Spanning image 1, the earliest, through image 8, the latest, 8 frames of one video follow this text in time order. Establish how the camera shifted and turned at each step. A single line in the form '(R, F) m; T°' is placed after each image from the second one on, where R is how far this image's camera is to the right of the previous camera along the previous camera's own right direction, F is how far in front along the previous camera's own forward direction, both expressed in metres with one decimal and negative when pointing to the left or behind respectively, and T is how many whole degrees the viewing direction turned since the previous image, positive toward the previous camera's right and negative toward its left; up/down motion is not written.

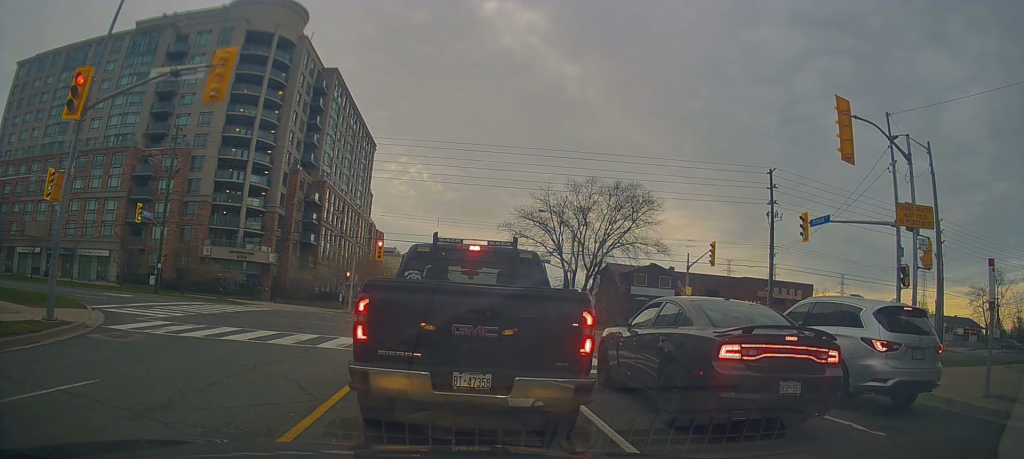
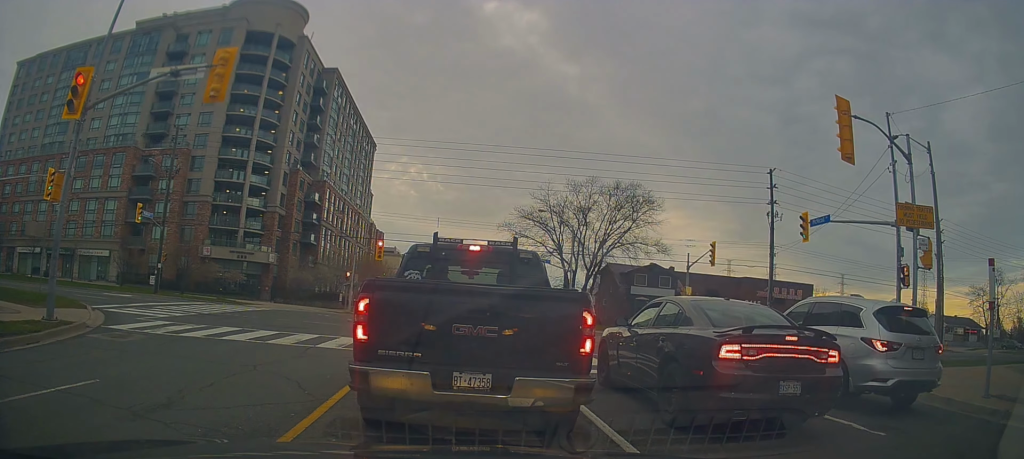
(0.0, 0.0) m; 0°
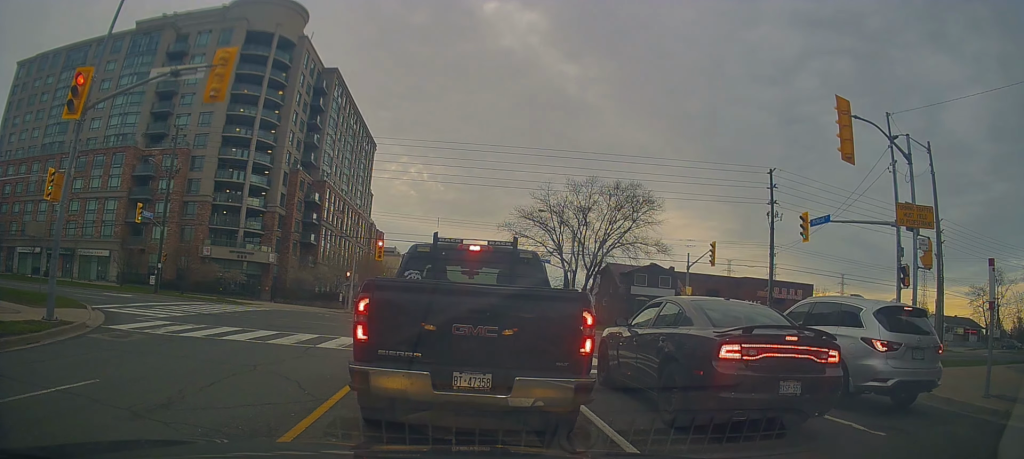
(0.0, 0.0) m; 0°
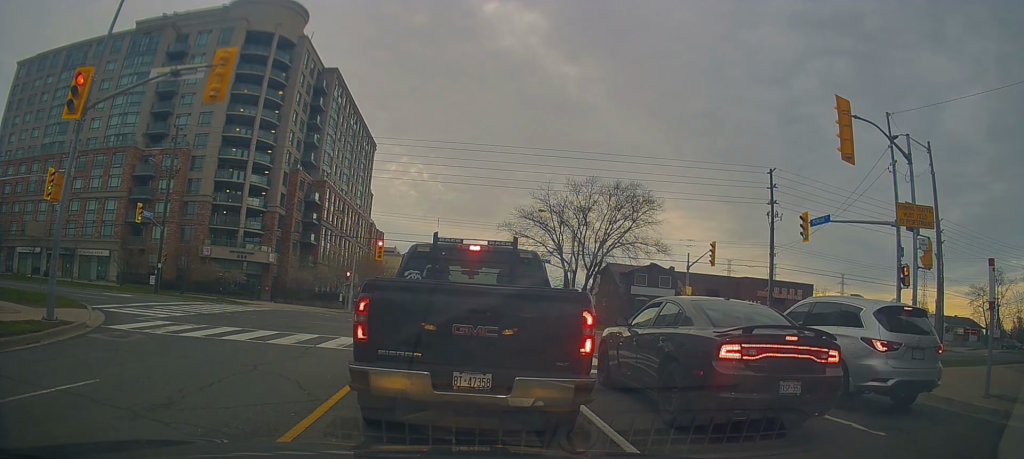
(0.0, 0.0) m; 0°
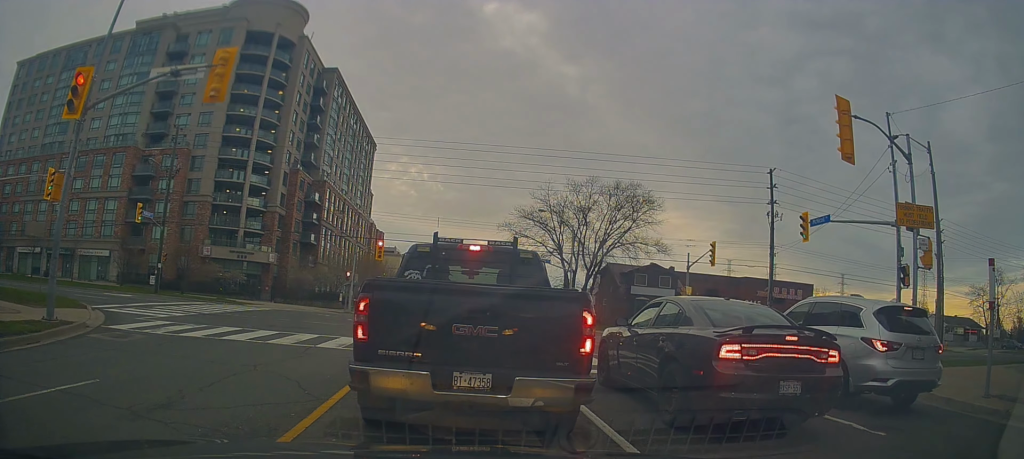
(0.0, 0.0) m; 0°
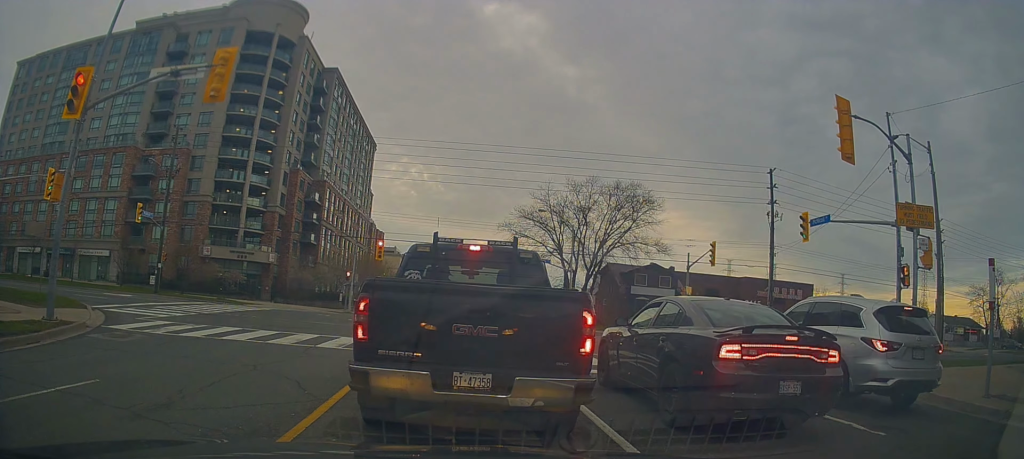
(0.0, 0.0) m; 0°
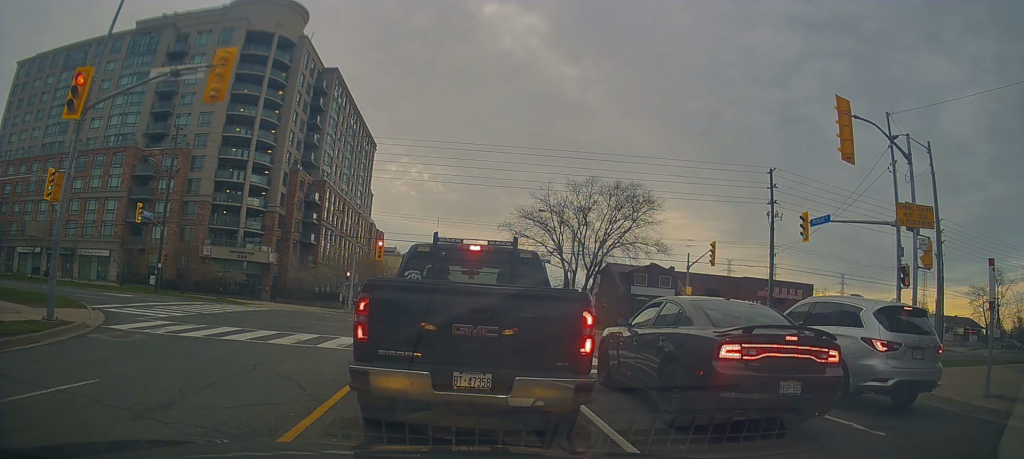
(0.0, 0.0) m; 0°
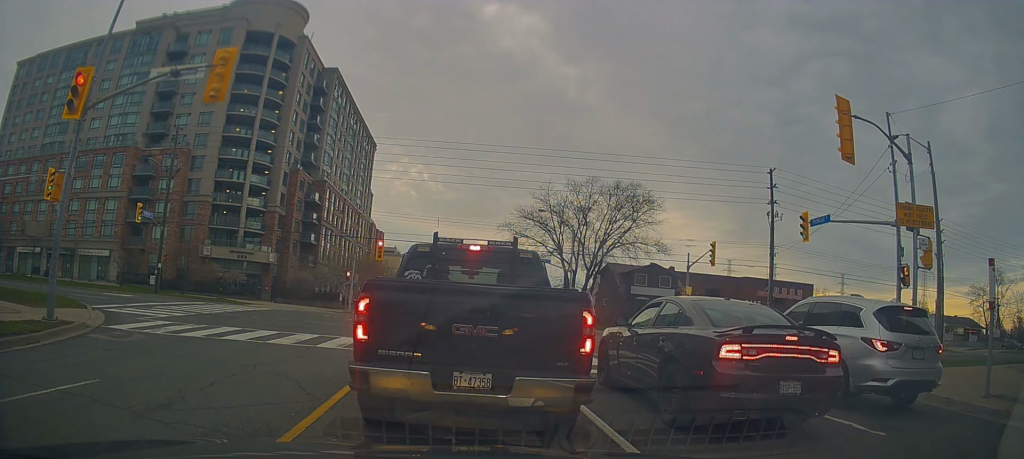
(0.0, 0.0) m; 0°
